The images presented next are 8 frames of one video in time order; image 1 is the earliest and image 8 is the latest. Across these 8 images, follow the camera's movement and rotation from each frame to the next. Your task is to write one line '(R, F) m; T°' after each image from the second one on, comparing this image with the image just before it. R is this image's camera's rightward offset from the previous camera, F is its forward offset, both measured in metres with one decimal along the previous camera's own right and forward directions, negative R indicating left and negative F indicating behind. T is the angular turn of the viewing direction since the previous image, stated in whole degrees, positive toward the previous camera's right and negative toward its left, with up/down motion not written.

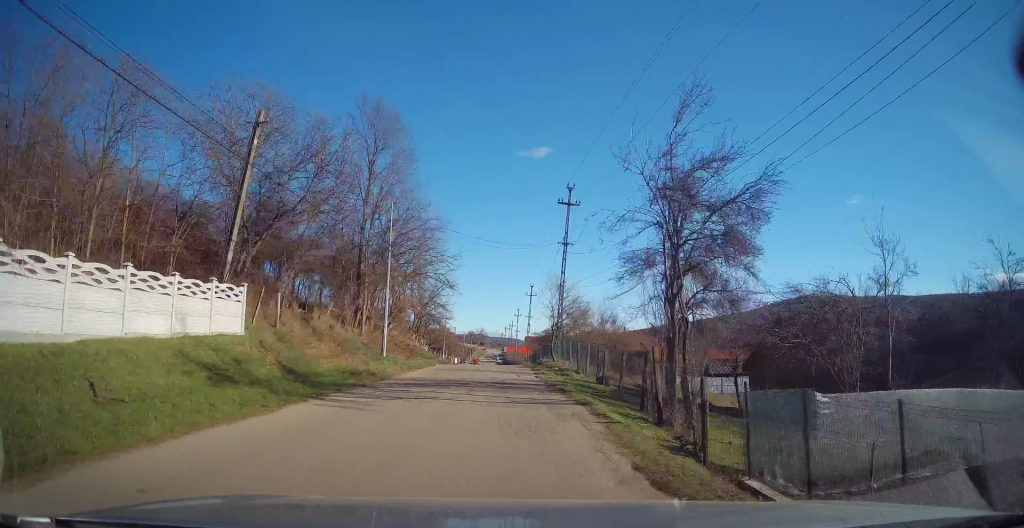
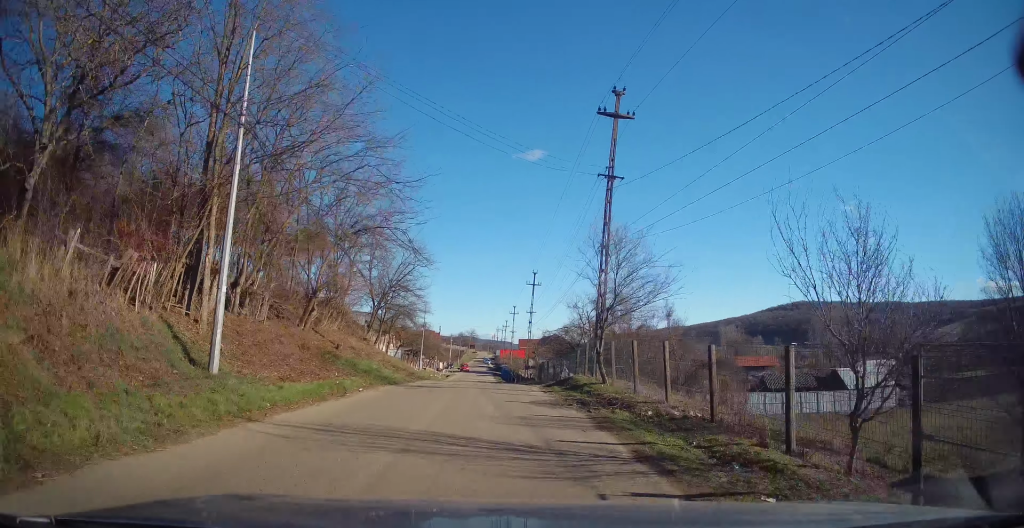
(+0.4, +16.5) m; +1°
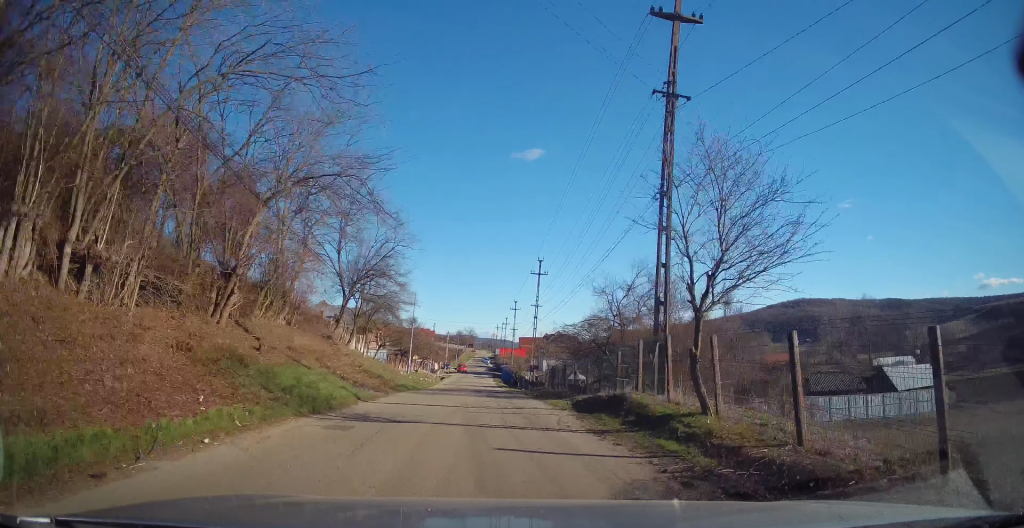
(0.0, +8.3) m; -1°
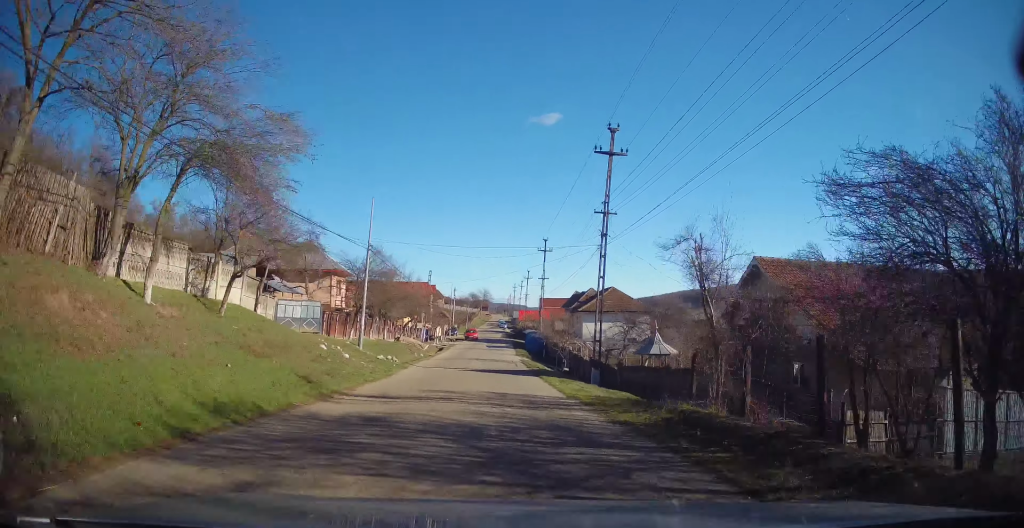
(-1.1, +25.5) m; -4°
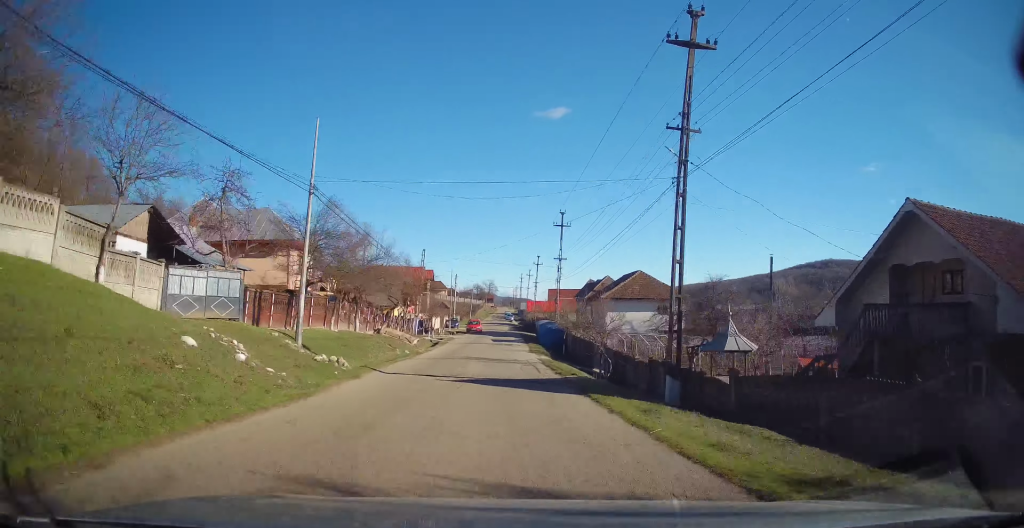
(-0.3, +9.9) m; 0°
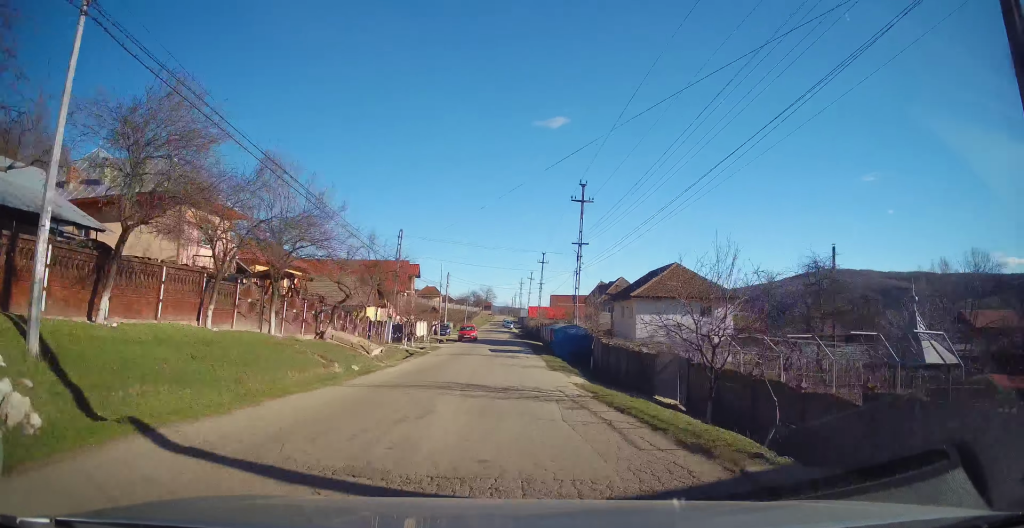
(+0.5, +11.8) m; +2°
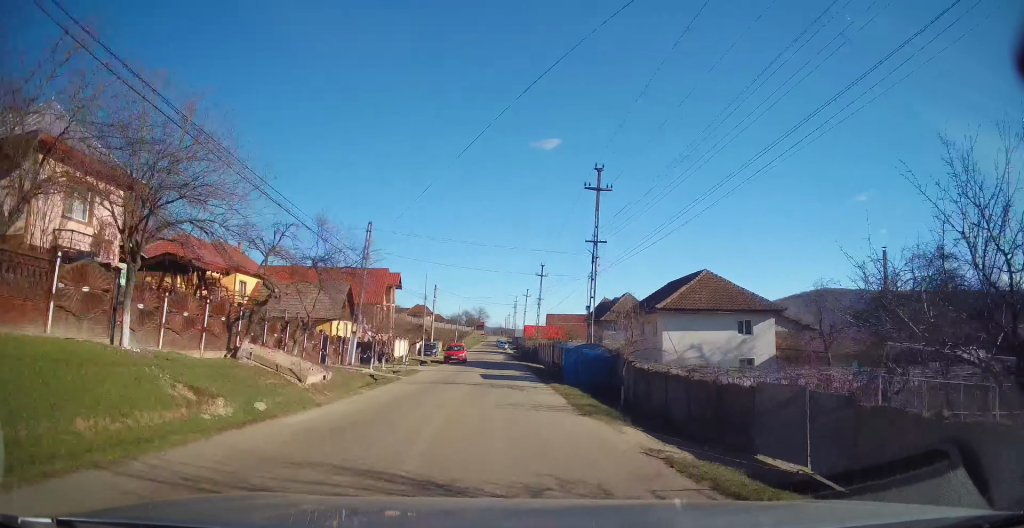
(0.0, +7.9) m; 0°
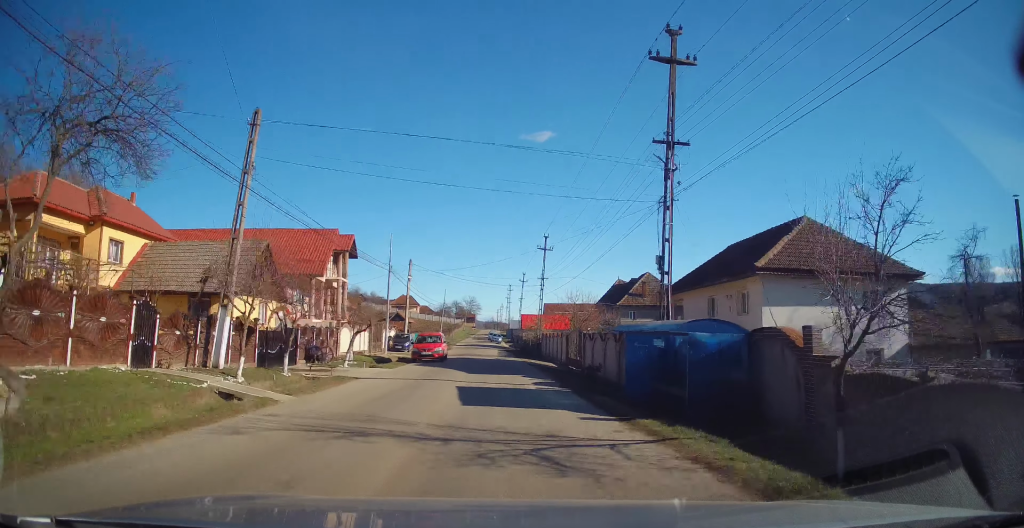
(0.0, +13.8) m; 0°
